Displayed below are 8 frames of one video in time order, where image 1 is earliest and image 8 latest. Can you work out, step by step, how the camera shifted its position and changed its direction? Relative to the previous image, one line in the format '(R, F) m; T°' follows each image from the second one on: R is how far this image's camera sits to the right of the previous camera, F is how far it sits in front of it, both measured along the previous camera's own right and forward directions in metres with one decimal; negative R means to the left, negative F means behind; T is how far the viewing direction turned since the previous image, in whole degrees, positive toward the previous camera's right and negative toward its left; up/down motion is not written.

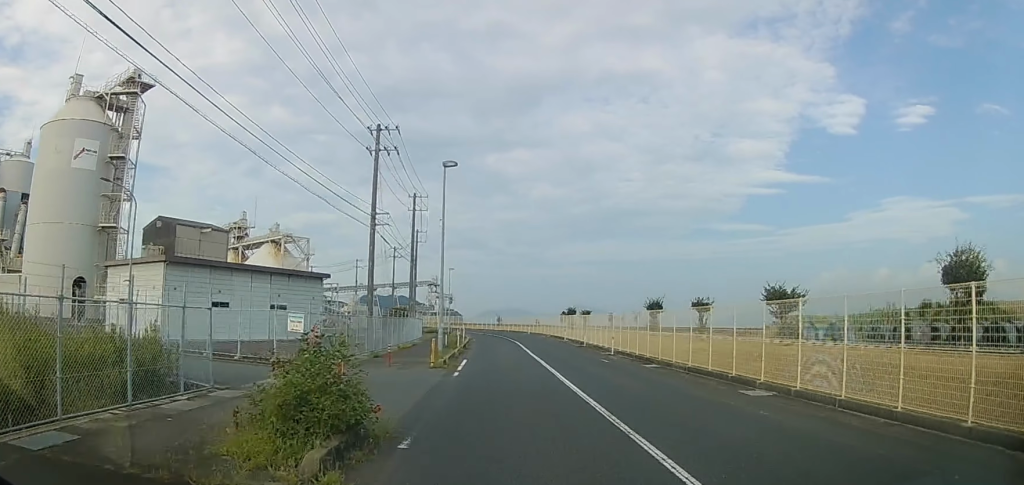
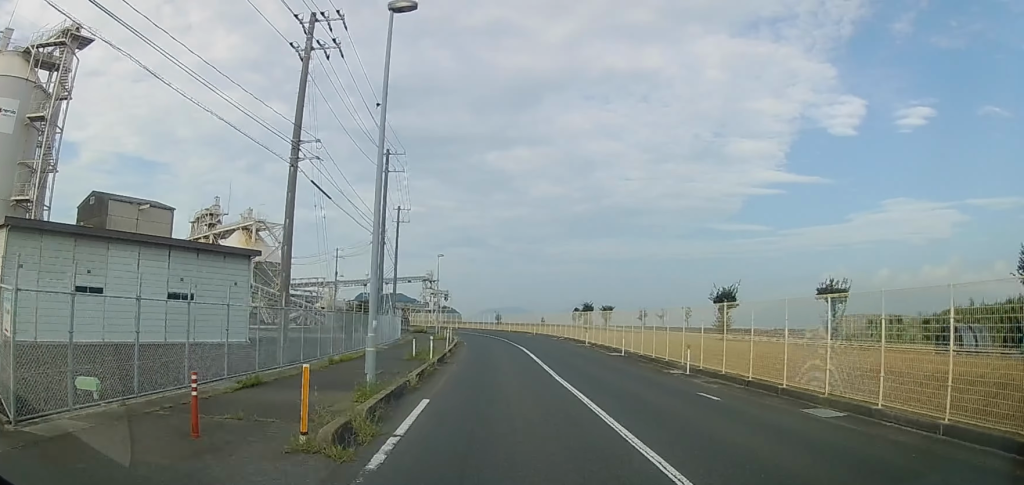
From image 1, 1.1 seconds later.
(-0.1, +11.3) m; -1°
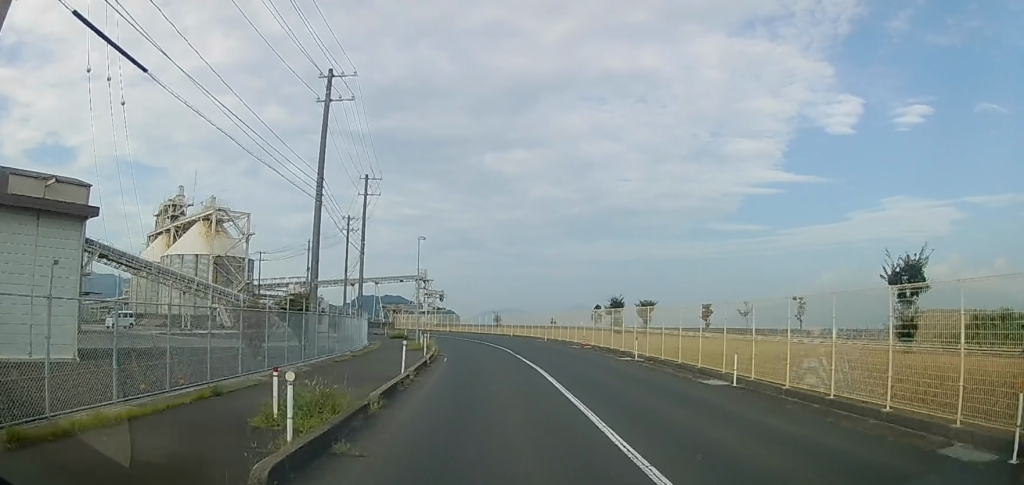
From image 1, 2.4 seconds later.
(0.0, +15.0) m; 0°
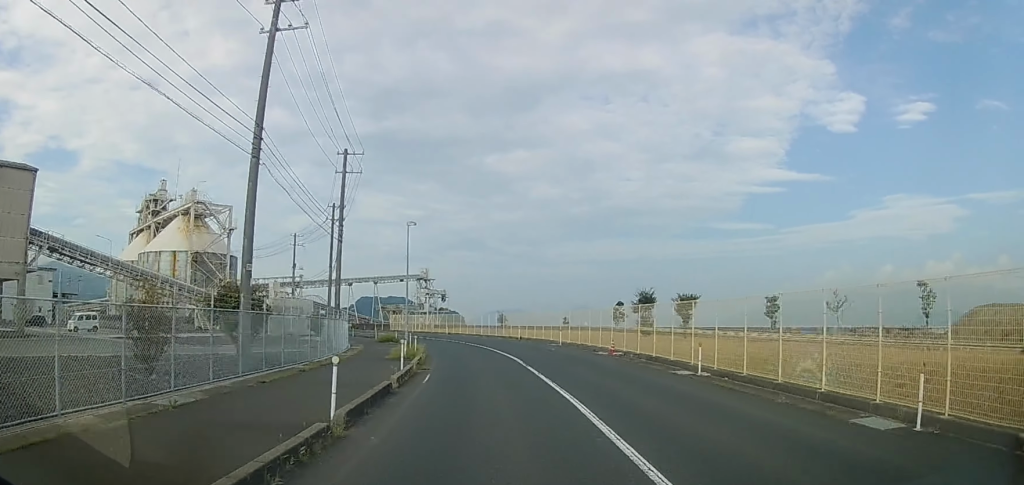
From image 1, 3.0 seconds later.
(0.0, +7.9) m; 0°
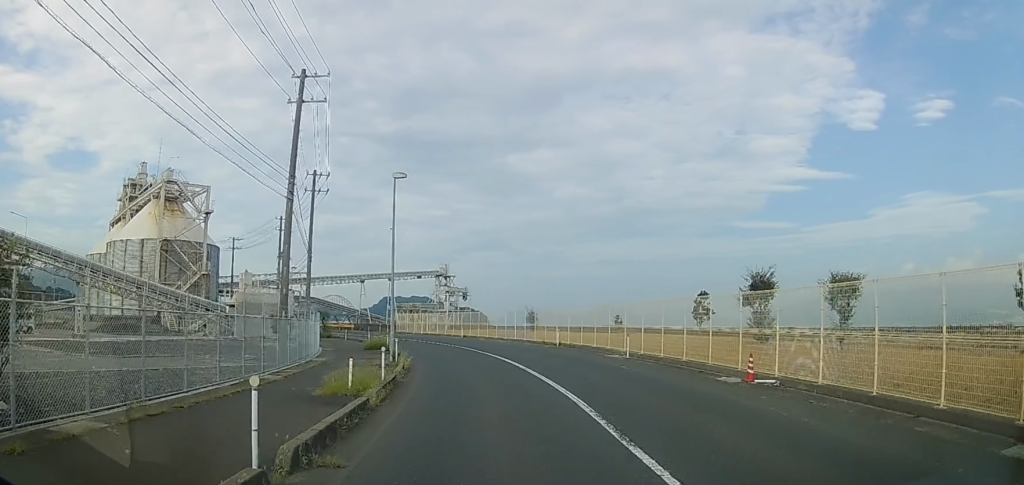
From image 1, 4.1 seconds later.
(0.0, +16.6) m; -1°
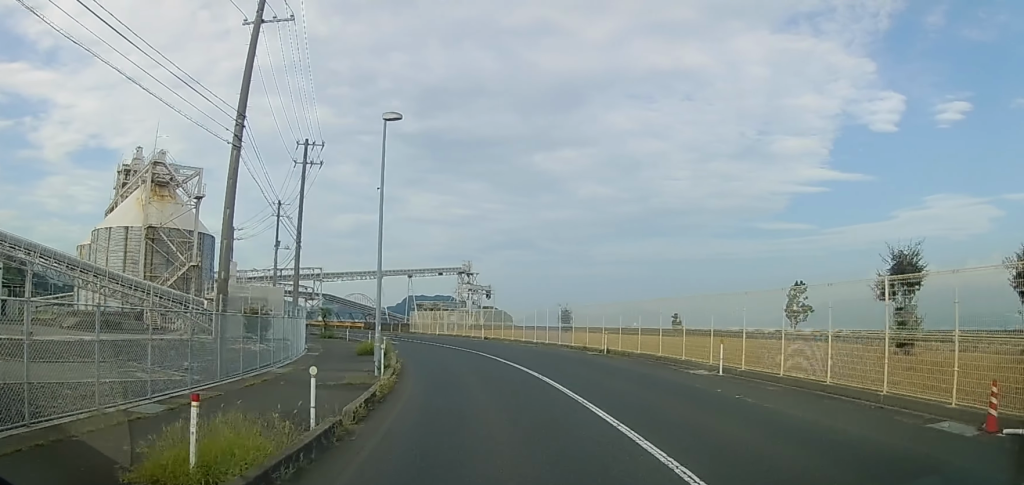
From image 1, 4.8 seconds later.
(-0.2, +9.0) m; -2°
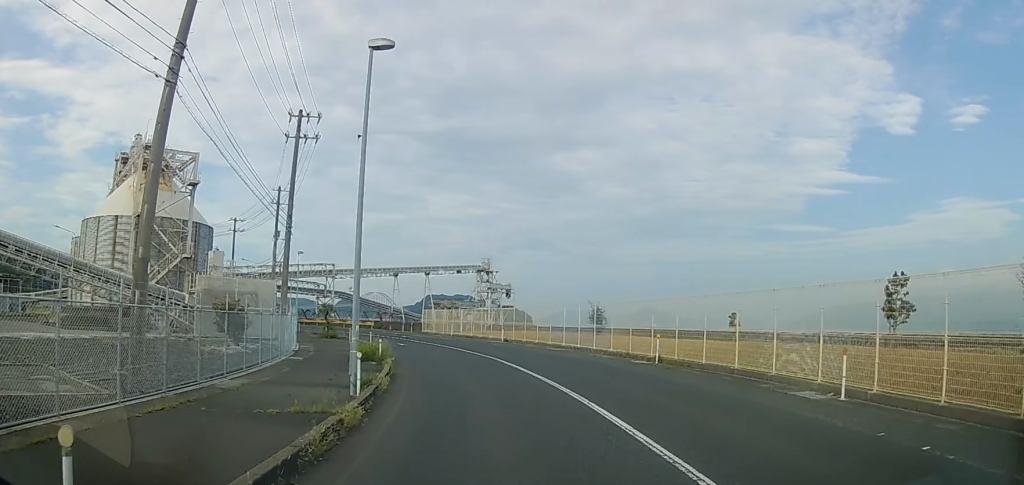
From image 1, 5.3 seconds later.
(0.0, +6.2) m; -2°
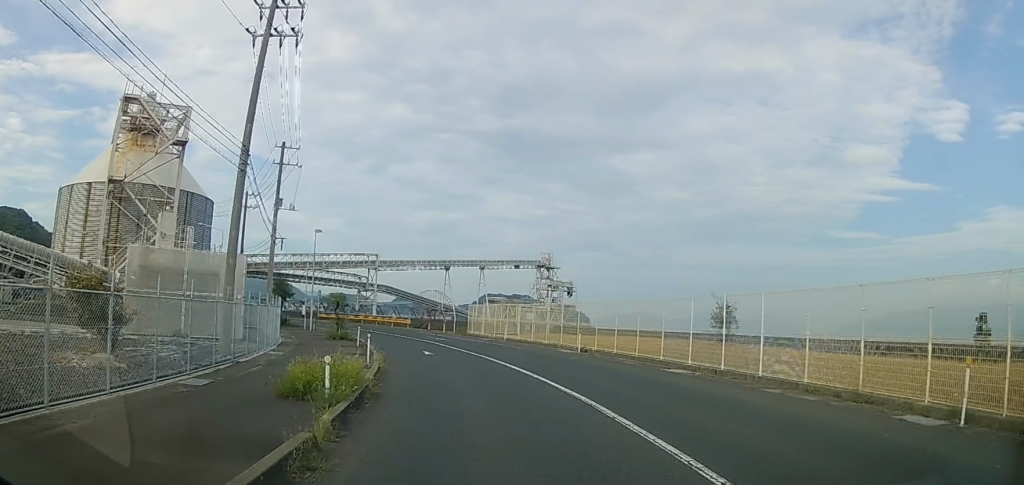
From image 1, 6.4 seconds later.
(-0.6, +13.8) m; -3°
